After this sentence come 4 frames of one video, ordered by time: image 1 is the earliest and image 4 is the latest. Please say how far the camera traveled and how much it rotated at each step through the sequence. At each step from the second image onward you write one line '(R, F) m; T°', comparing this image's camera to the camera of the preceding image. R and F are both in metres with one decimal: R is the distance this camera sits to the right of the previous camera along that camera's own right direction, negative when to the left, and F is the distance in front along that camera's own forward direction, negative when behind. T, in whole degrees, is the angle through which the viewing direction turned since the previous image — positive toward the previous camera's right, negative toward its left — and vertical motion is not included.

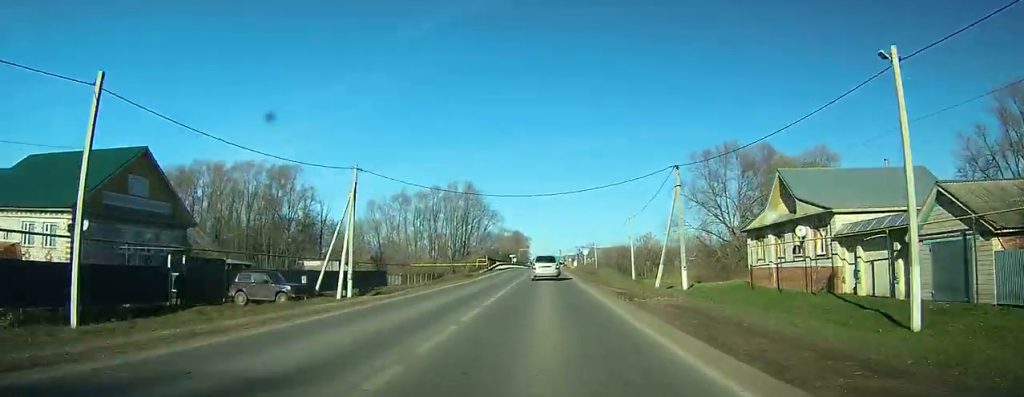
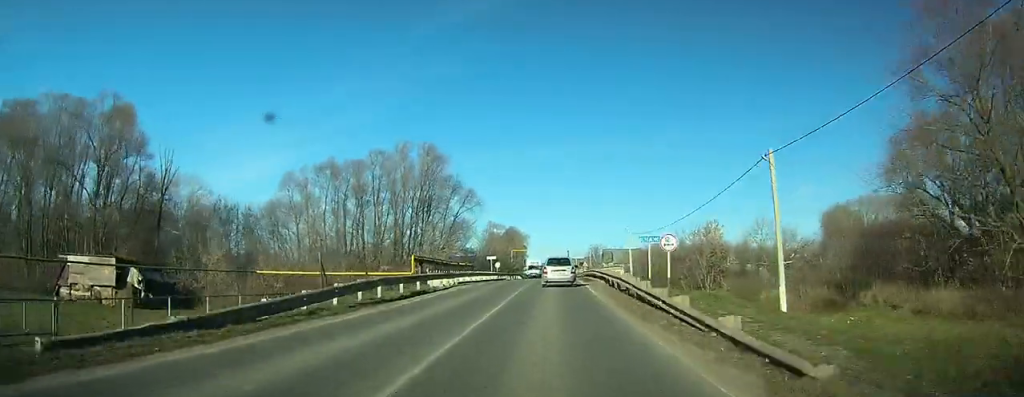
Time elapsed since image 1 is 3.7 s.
(0.0, +51.1) m; +1°
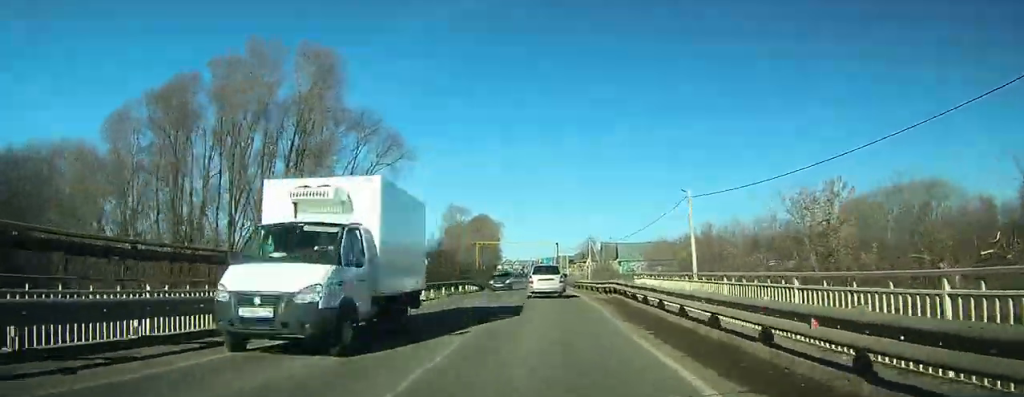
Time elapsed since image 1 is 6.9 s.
(+0.9, +43.5) m; +1°
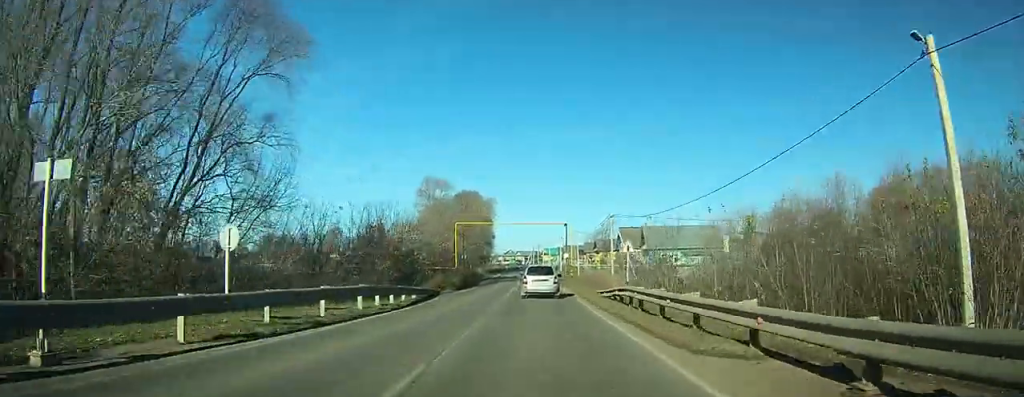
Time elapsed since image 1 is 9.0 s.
(0.0, +23.9) m; -2°
